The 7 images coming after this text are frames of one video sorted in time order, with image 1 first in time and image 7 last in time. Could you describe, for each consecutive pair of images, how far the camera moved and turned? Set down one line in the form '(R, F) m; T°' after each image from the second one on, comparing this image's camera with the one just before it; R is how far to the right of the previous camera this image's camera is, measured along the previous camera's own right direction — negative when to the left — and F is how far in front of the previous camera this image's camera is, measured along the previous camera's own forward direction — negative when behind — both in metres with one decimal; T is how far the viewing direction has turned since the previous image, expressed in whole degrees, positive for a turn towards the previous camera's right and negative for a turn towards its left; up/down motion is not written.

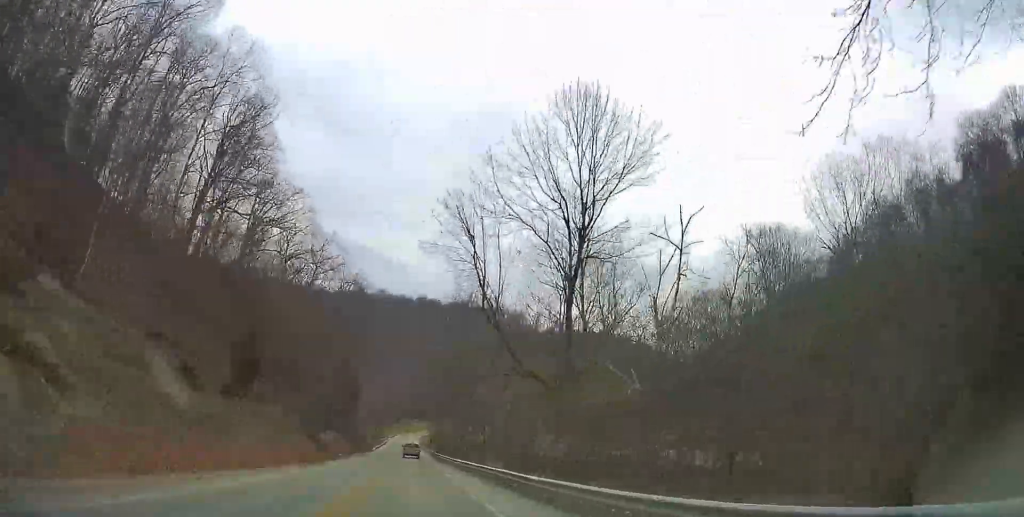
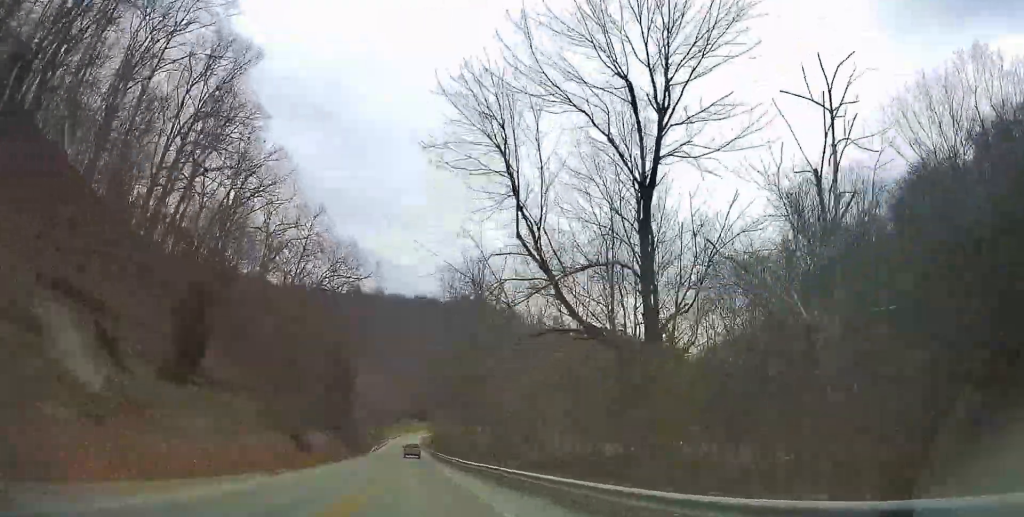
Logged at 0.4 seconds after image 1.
(-0.4, +9.7) m; -1°
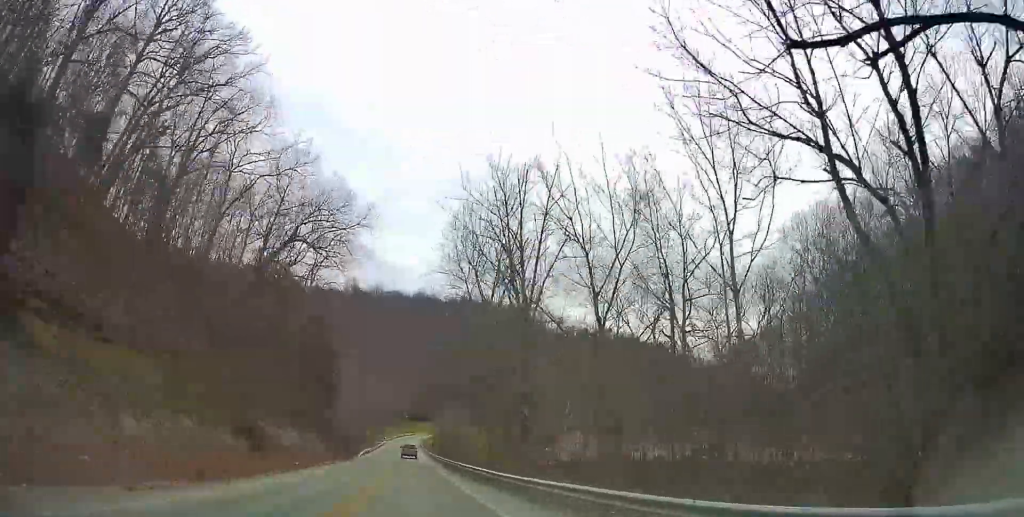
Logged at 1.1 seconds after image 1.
(-0.7, +16.2) m; -2°
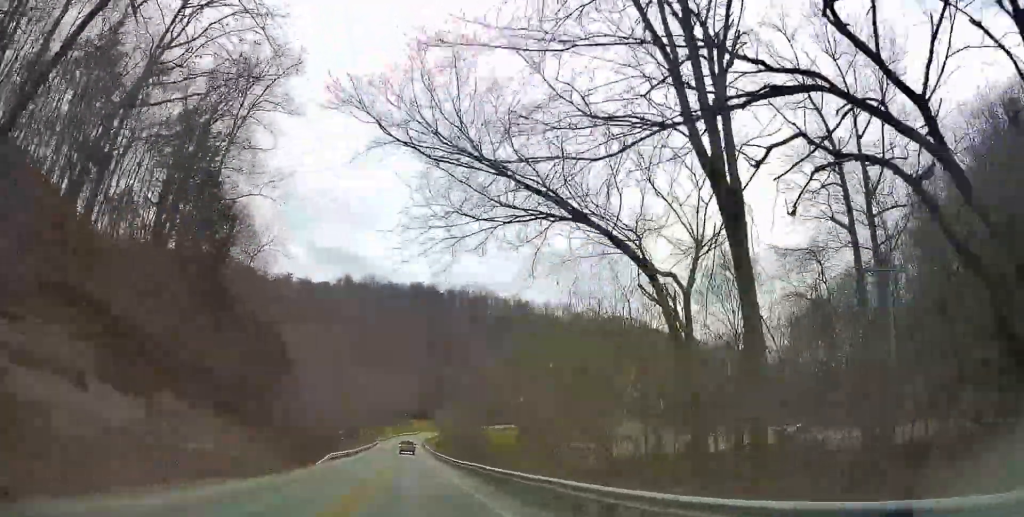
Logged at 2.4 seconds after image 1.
(+0.4, +33.2) m; +1°
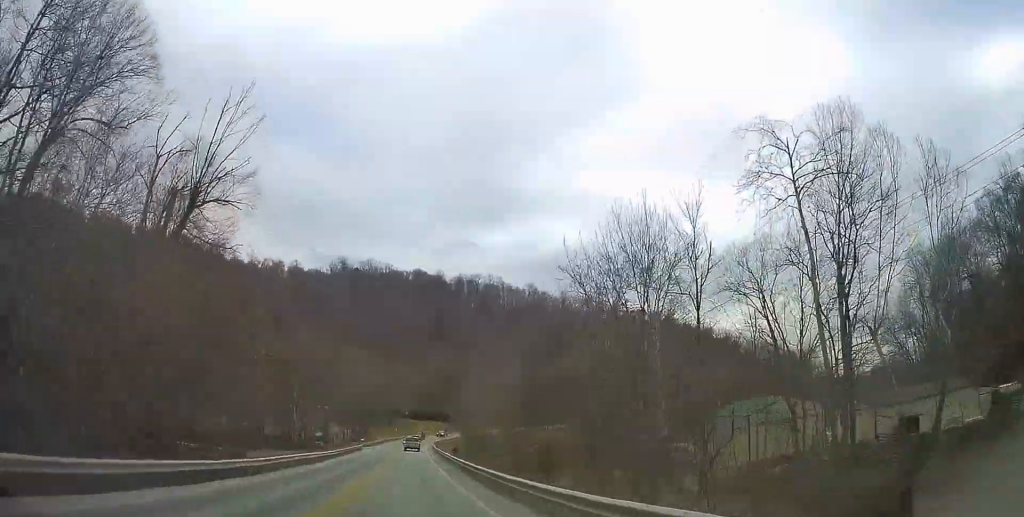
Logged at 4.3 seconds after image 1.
(-0.1, +46.9) m; -1°
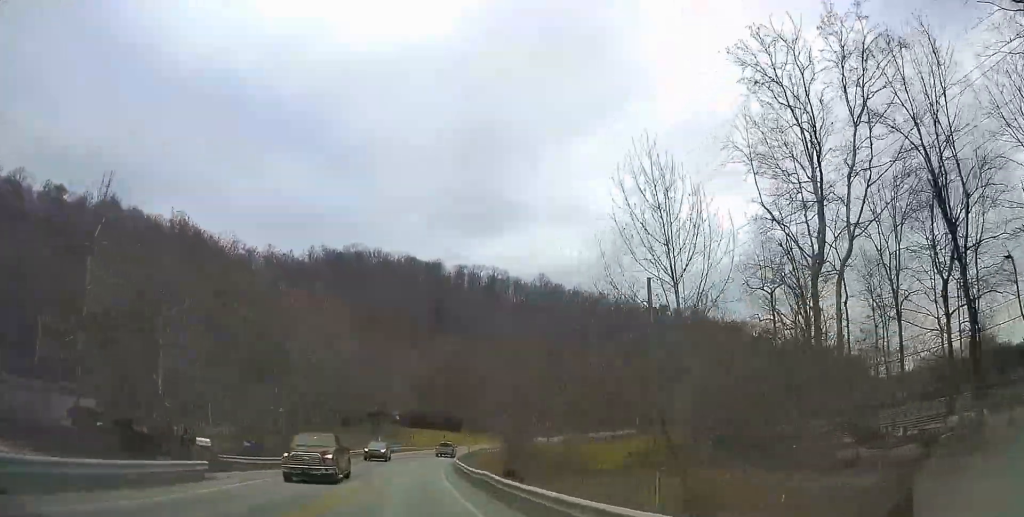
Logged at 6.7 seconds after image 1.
(+0.2, +59.2) m; 0°
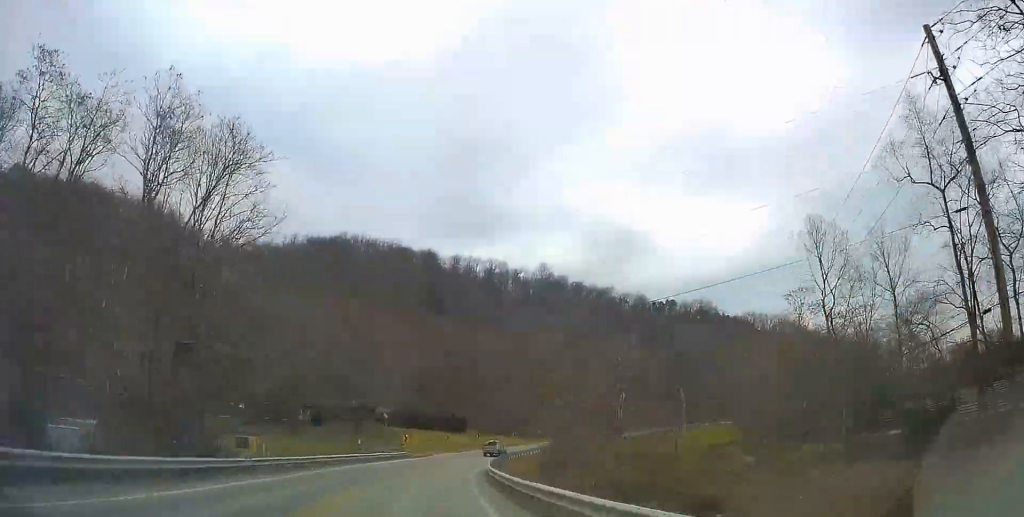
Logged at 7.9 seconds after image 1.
(+0.2, +27.9) m; 0°
